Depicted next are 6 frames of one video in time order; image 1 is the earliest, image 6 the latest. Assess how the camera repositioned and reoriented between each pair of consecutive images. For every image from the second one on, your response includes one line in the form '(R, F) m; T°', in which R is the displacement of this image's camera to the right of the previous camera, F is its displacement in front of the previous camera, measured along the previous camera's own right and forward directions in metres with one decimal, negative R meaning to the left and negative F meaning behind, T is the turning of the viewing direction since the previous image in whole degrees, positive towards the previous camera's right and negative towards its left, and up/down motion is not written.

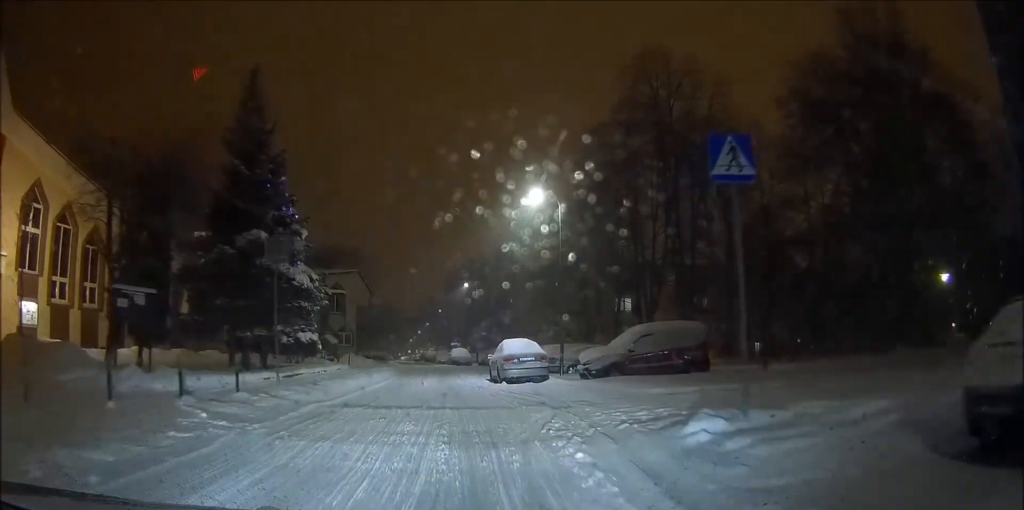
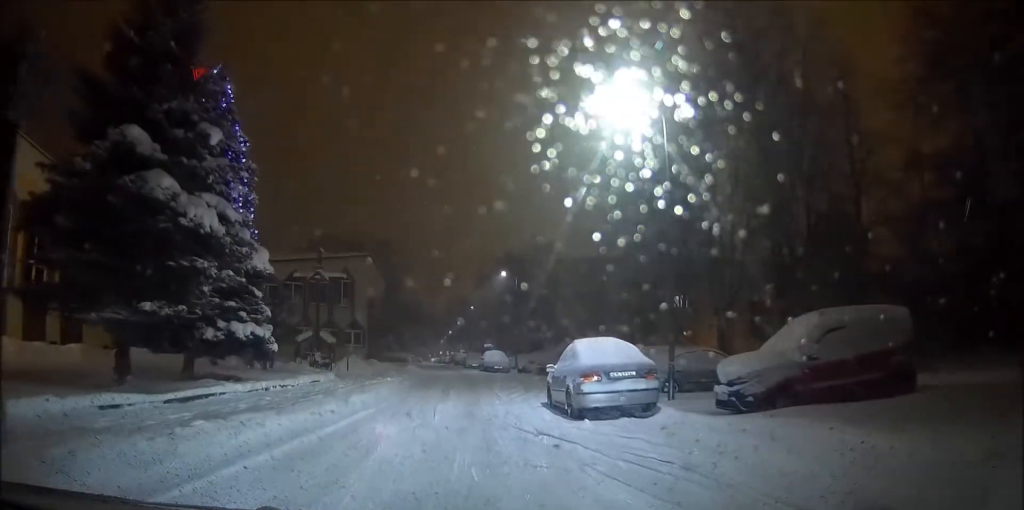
(-0.2, +12.3) m; -2°
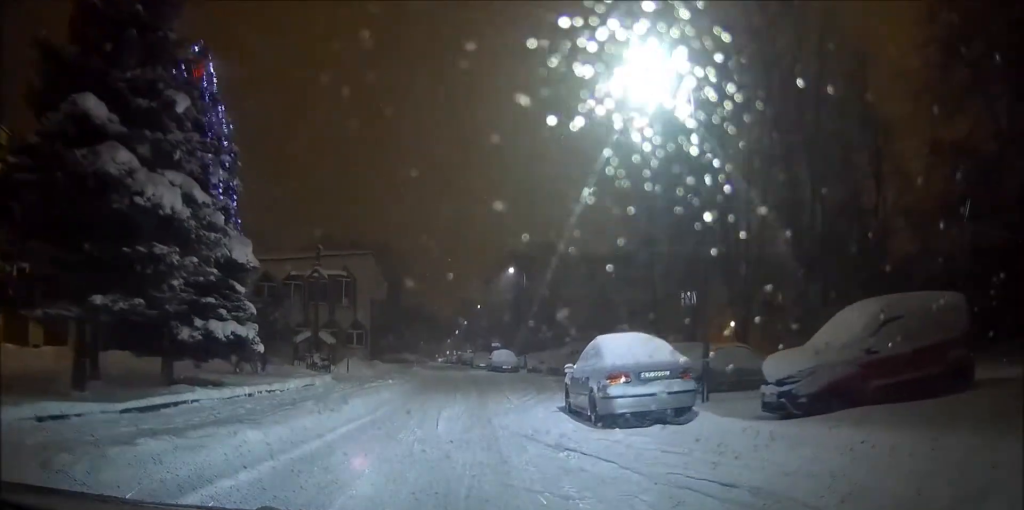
(0.0, +2.3) m; 0°
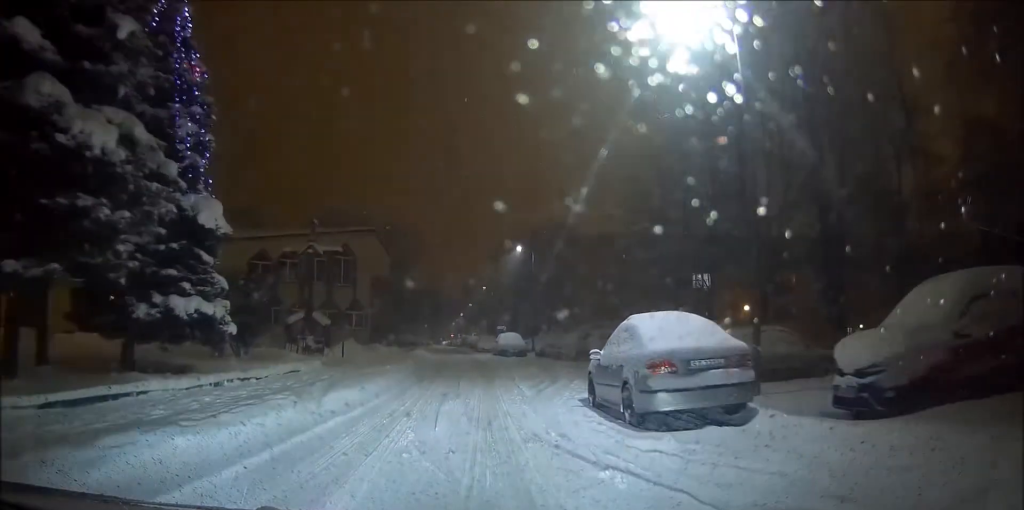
(0.0, +2.8) m; 0°
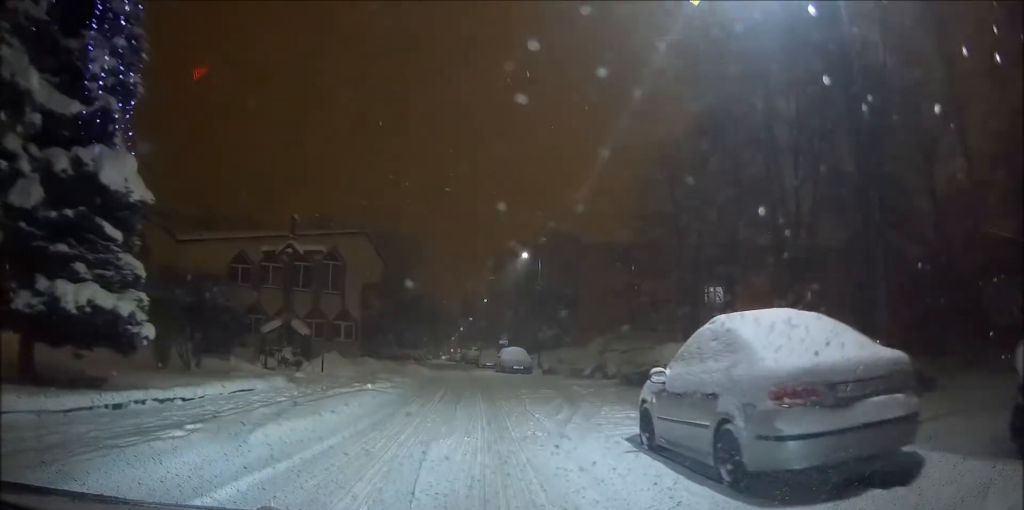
(0.0, +4.6) m; -2°
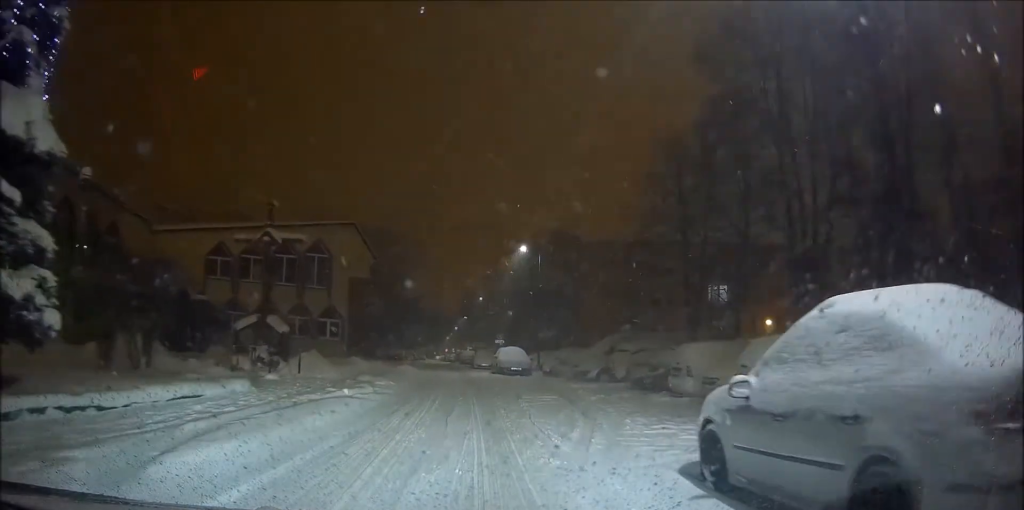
(0.0, +2.9) m; -2°
